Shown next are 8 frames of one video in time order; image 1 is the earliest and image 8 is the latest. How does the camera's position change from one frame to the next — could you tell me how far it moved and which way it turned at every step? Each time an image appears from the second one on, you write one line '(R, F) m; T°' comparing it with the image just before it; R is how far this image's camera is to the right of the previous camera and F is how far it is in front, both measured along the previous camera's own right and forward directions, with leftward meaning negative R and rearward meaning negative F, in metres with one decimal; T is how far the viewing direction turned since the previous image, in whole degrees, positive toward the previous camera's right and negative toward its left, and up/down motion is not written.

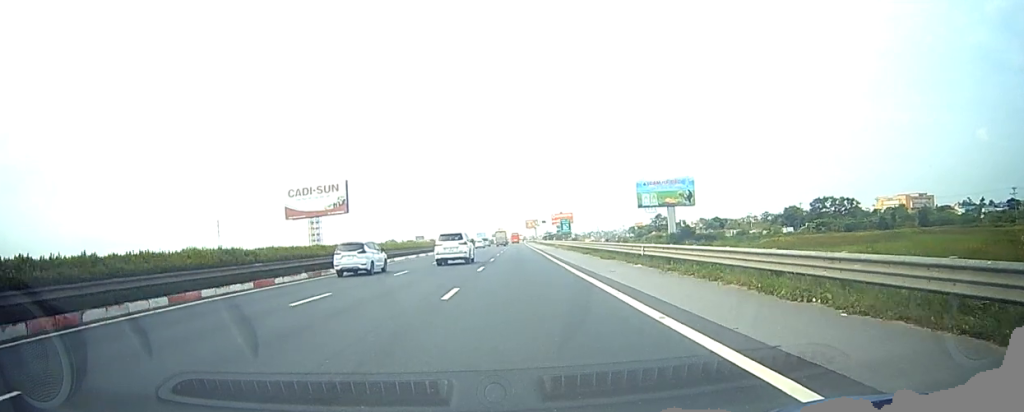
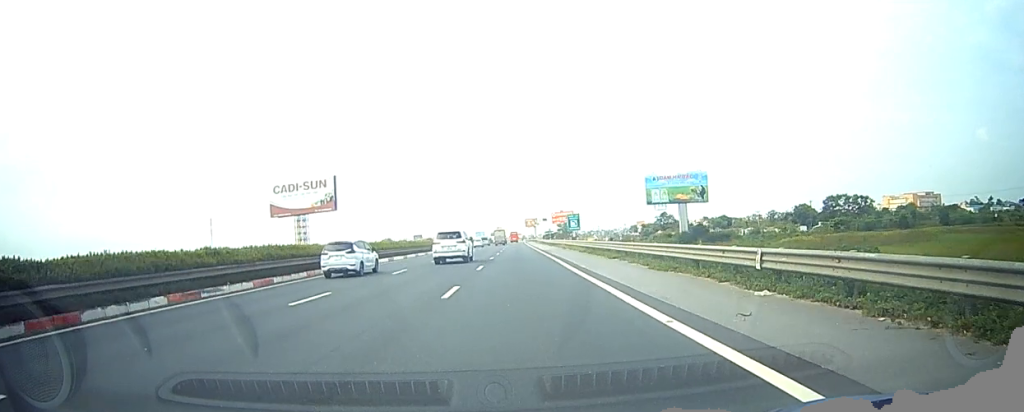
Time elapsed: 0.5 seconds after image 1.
(0.0, +12.1) m; 0°
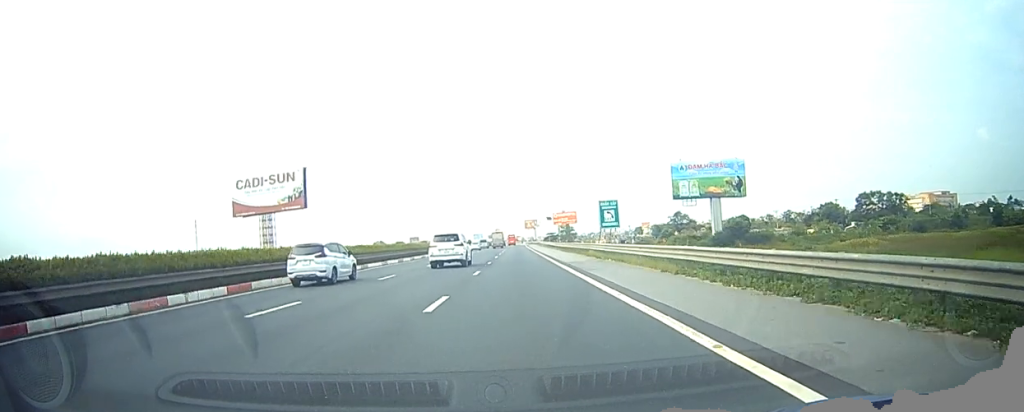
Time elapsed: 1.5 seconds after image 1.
(0.0, +26.1) m; 0°
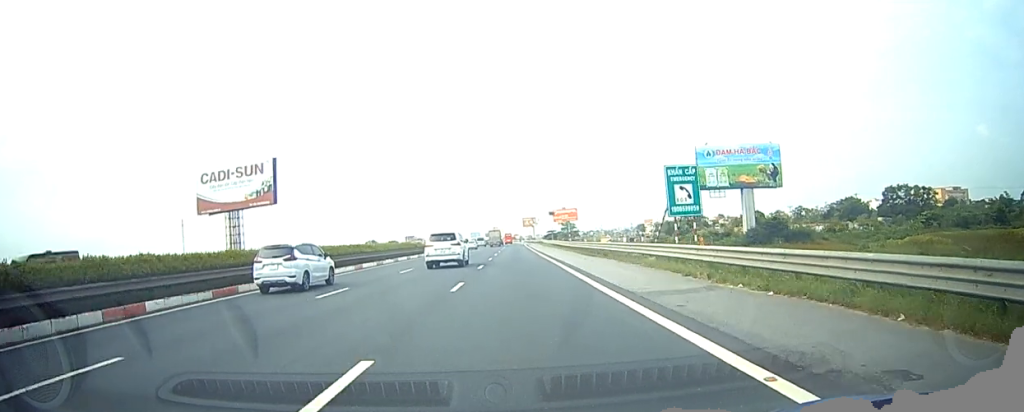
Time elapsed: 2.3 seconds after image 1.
(+0.1, +19.6) m; 0°
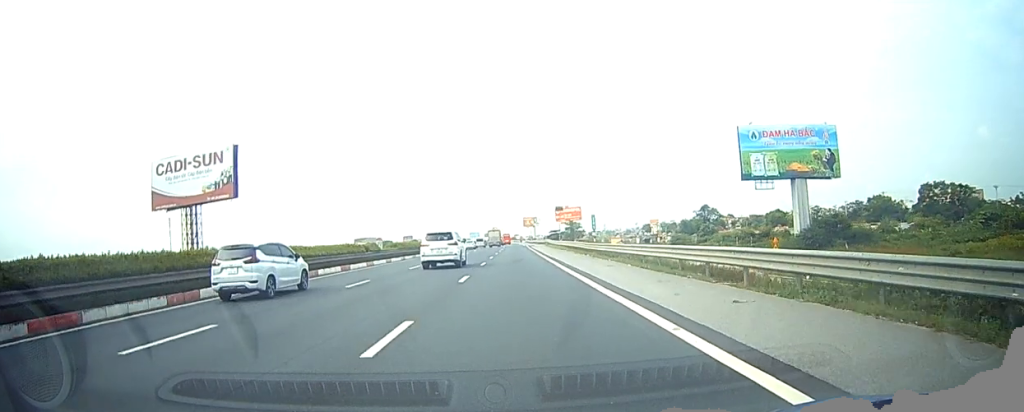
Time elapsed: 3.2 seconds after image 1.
(0.0, +20.7) m; 0°
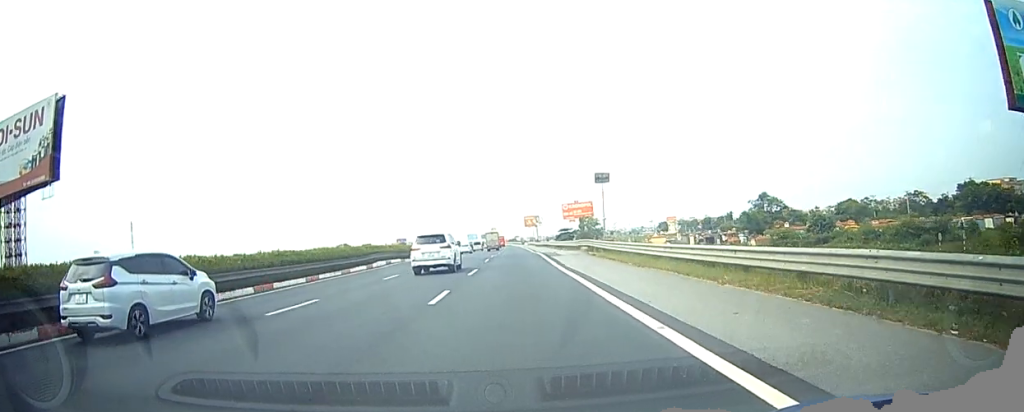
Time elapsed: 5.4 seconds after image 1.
(0.0, +54.4) m; 0°
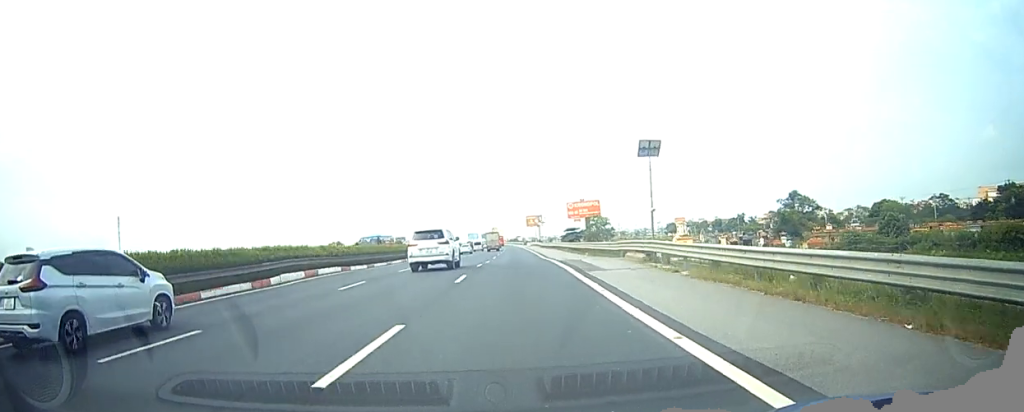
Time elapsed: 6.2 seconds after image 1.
(0.0, +19.7) m; 0°
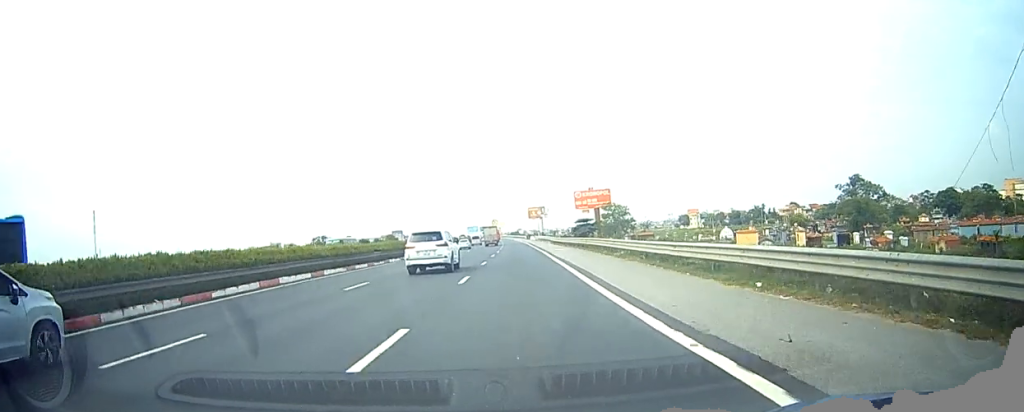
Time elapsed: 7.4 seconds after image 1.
(0.0, +30.3) m; 0°
